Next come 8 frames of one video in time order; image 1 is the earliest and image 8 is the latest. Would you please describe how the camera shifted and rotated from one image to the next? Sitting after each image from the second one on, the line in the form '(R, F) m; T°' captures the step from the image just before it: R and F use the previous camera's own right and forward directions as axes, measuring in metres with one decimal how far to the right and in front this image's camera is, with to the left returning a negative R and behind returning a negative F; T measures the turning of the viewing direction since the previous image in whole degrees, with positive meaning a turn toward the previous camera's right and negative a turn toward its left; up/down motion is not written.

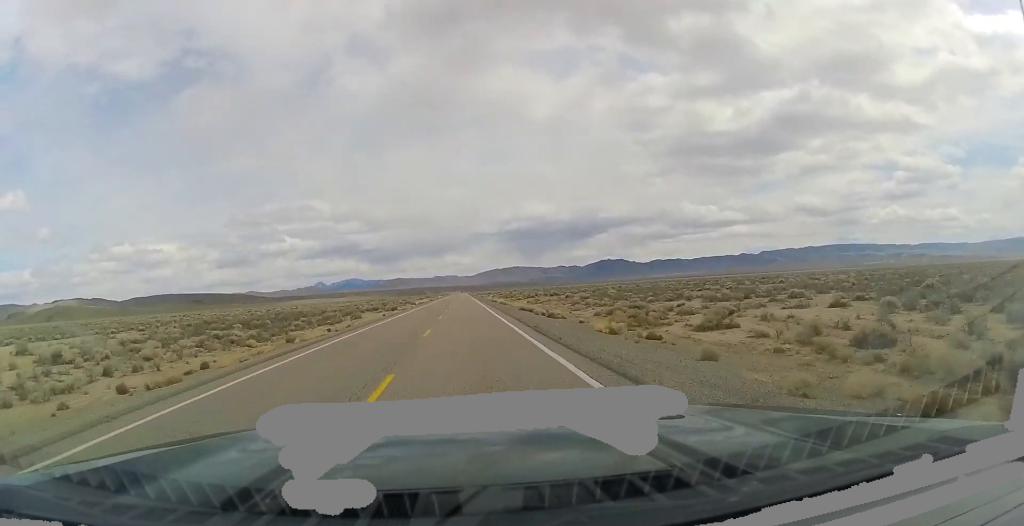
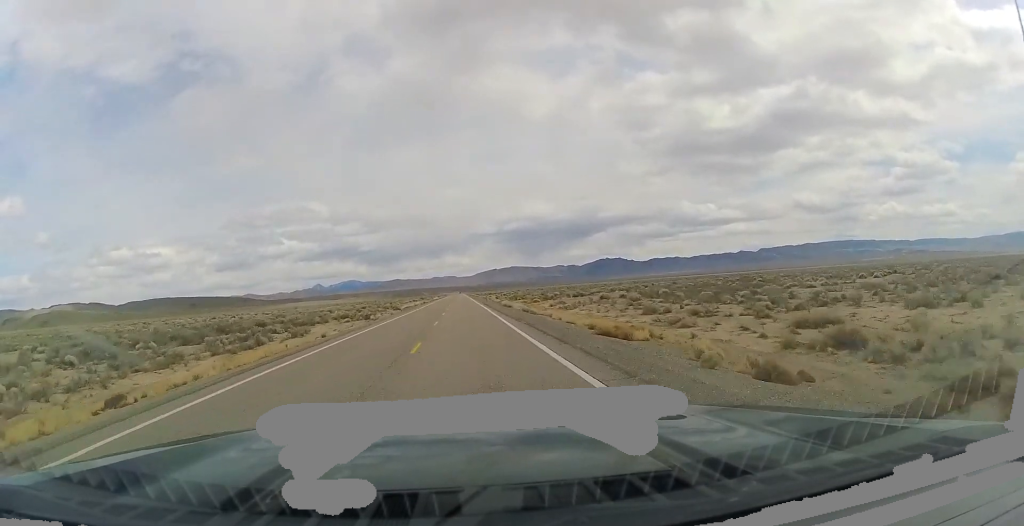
(+0.1, +29.8) m; 0°
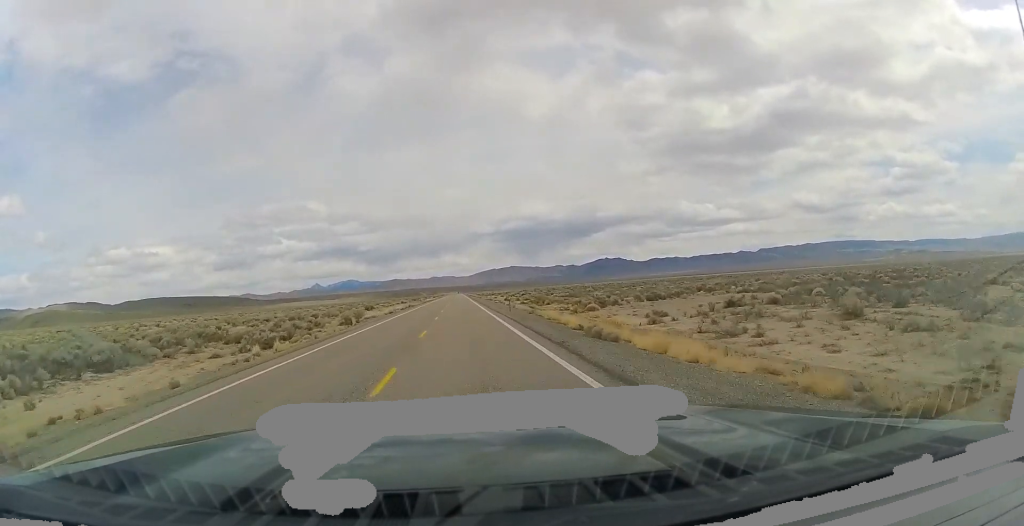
(0.0, +43.0) m; 0°
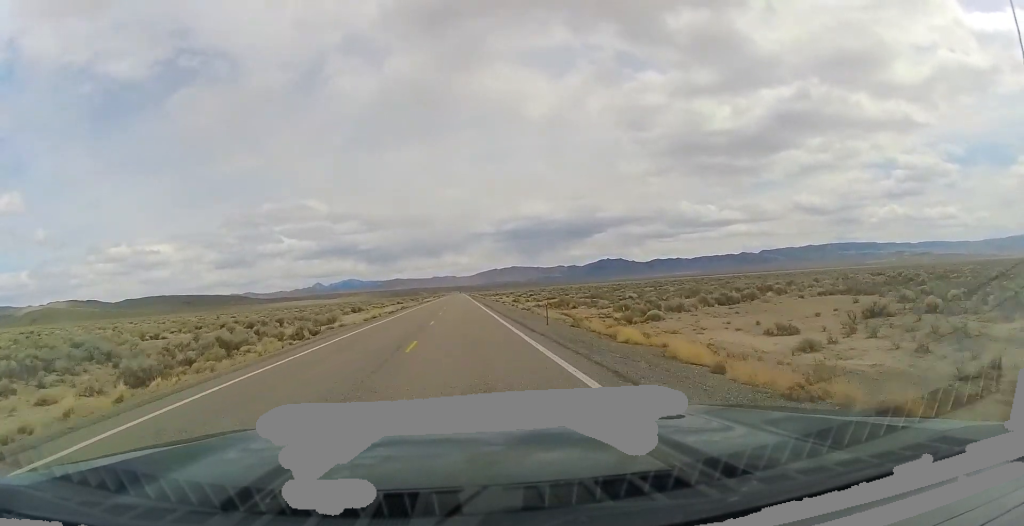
(0.0, +17.9) m; 0°
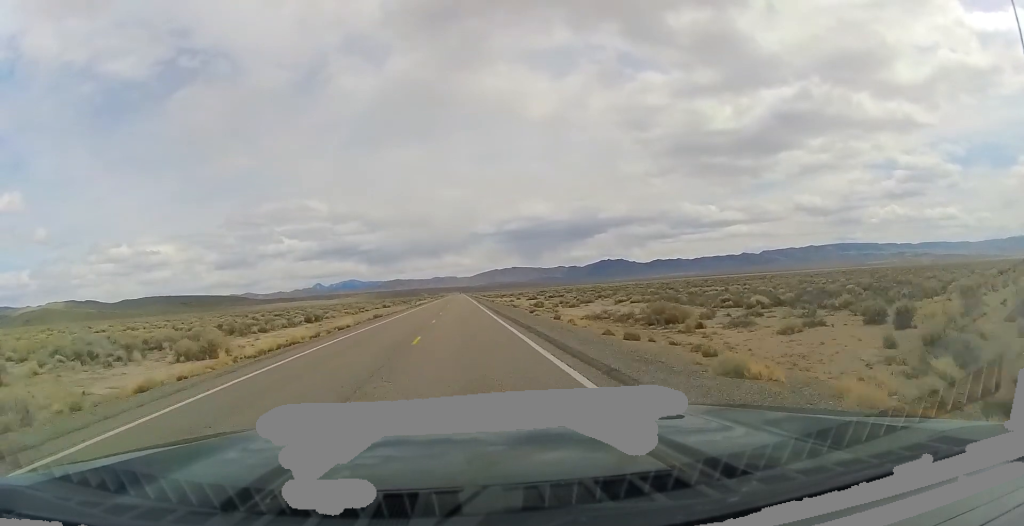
(0.0, +34.6) m; 0°
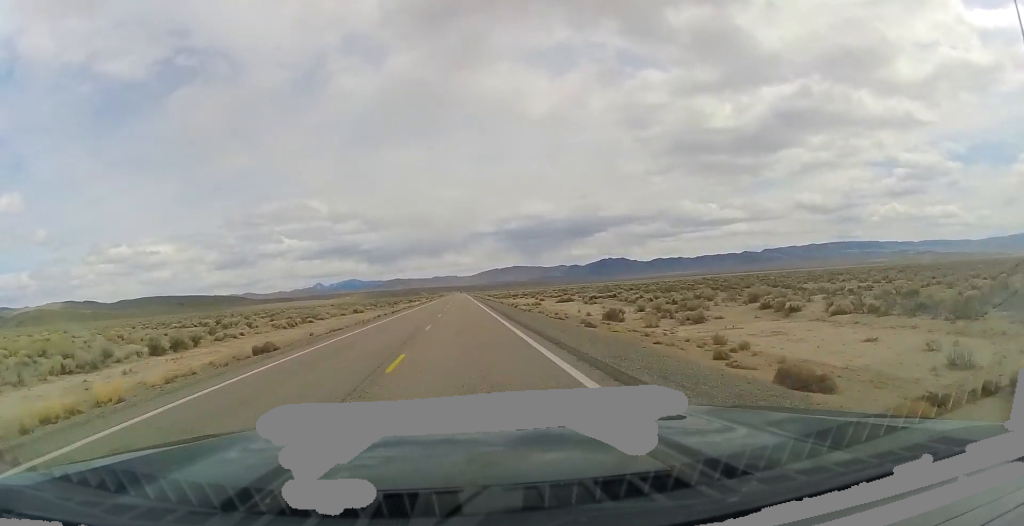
(0.0, +43.0) m; -1°
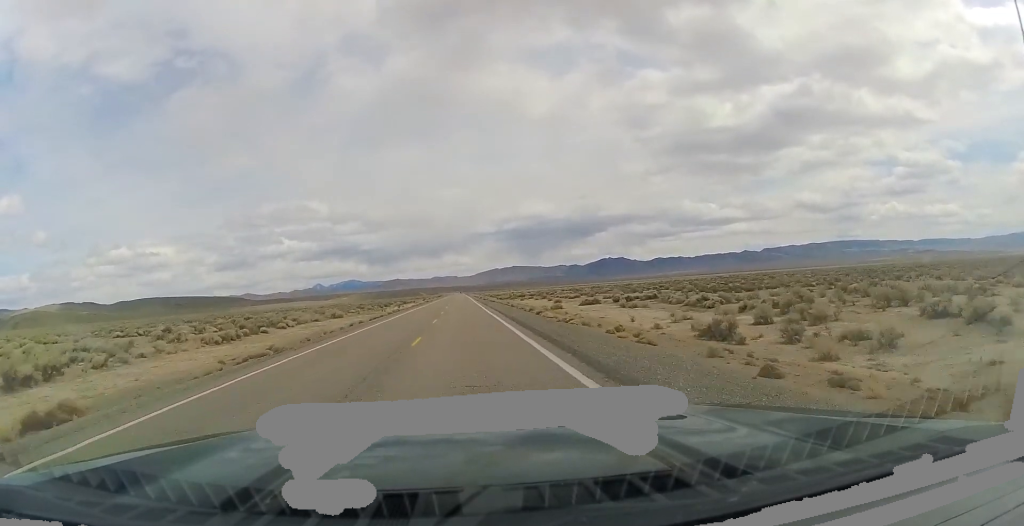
(-0.2, +19.1) m; 0°
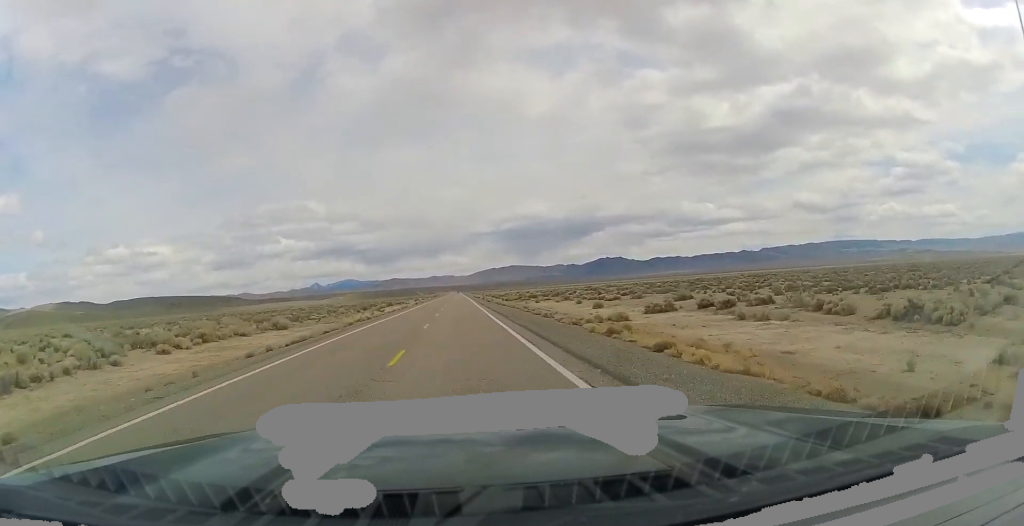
(0.0, +28.8) m; +1°
